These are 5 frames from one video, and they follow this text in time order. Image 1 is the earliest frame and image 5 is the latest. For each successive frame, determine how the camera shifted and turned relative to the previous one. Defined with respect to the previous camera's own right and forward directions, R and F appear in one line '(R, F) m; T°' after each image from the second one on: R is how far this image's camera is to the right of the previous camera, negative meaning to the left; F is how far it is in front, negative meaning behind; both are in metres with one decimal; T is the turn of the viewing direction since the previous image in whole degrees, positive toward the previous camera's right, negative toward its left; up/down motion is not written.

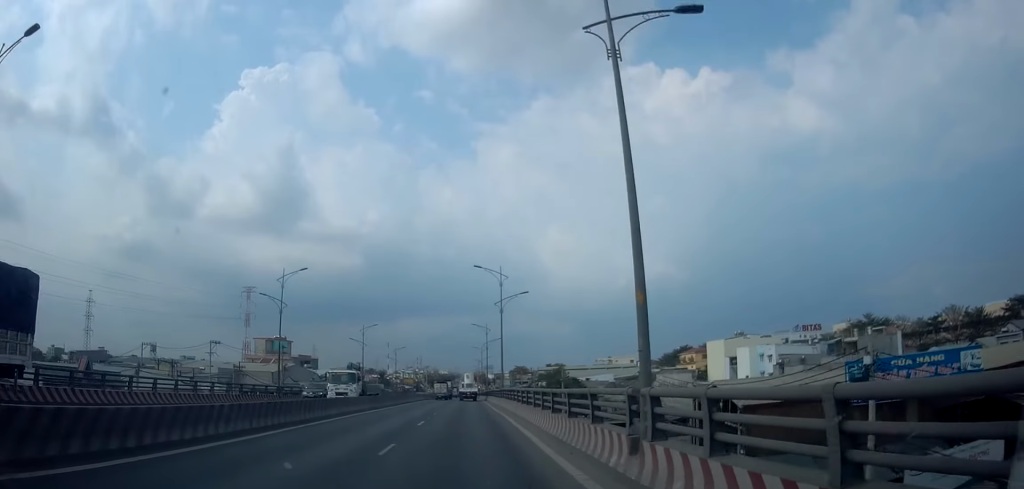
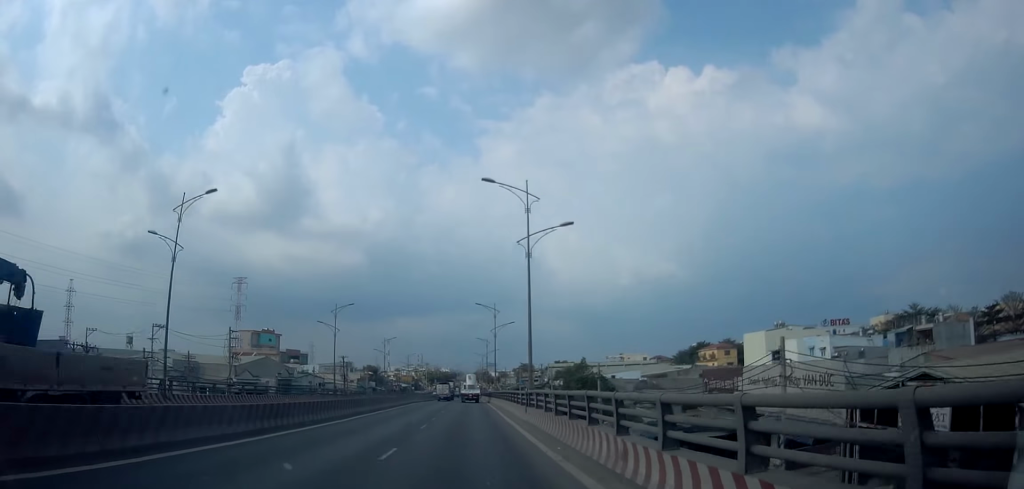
(+0.6, +16.3) m; 0°
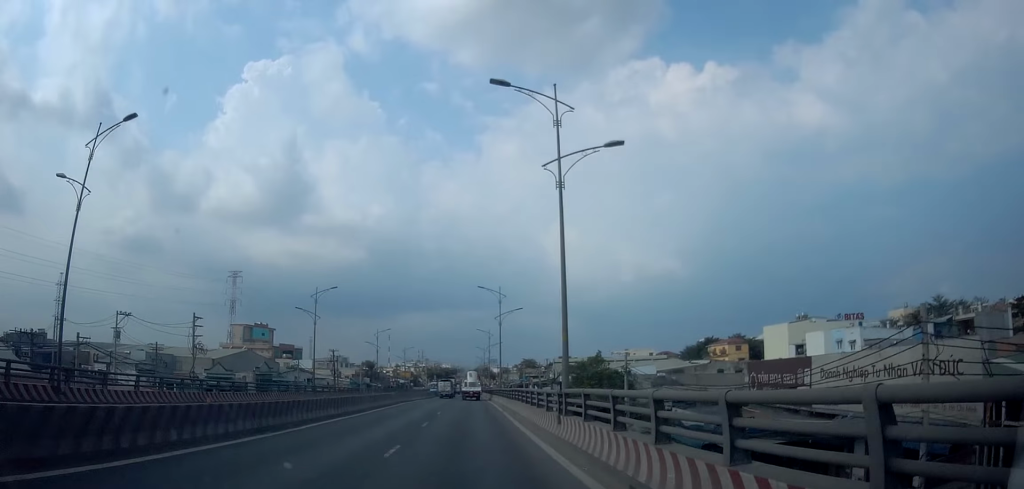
(-0.4, +7.7) m; 0°
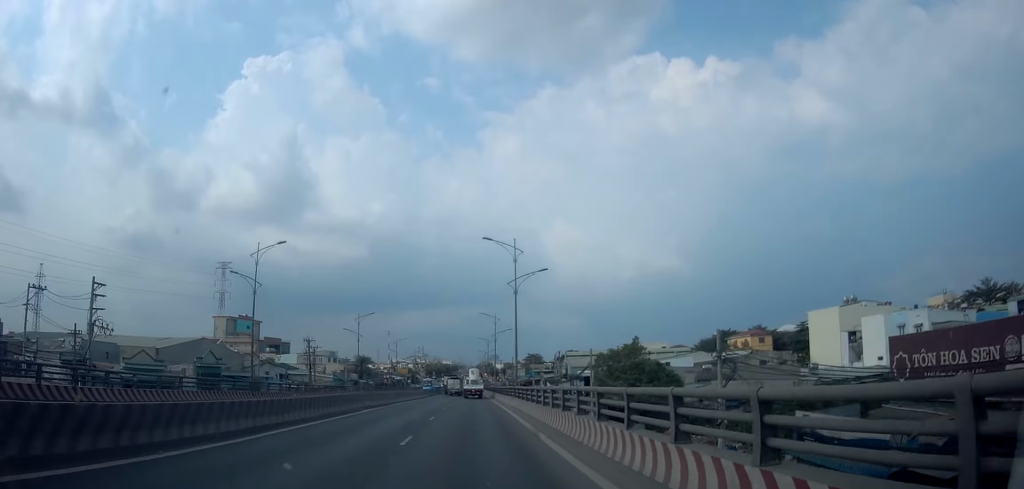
(+0.1, +14.5) m; 0°
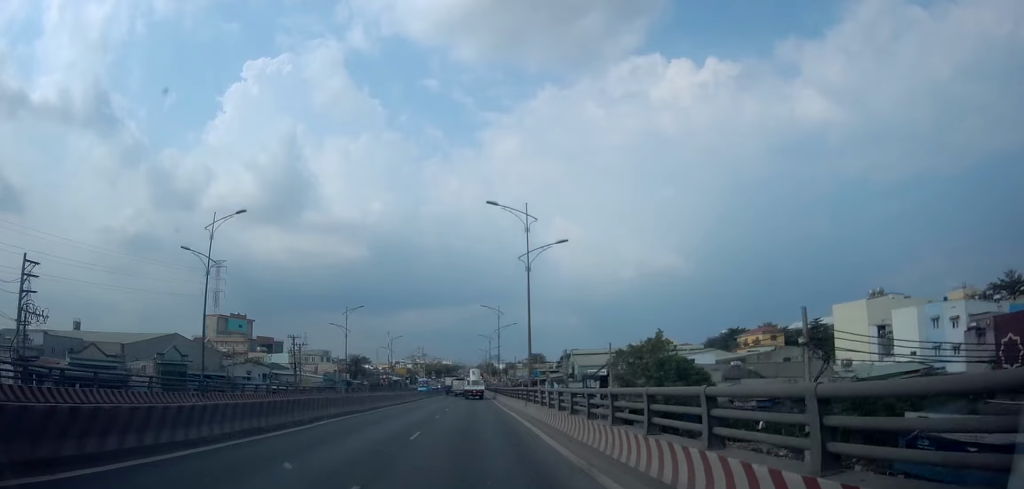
(+0.2, +6.8) m; 0°
